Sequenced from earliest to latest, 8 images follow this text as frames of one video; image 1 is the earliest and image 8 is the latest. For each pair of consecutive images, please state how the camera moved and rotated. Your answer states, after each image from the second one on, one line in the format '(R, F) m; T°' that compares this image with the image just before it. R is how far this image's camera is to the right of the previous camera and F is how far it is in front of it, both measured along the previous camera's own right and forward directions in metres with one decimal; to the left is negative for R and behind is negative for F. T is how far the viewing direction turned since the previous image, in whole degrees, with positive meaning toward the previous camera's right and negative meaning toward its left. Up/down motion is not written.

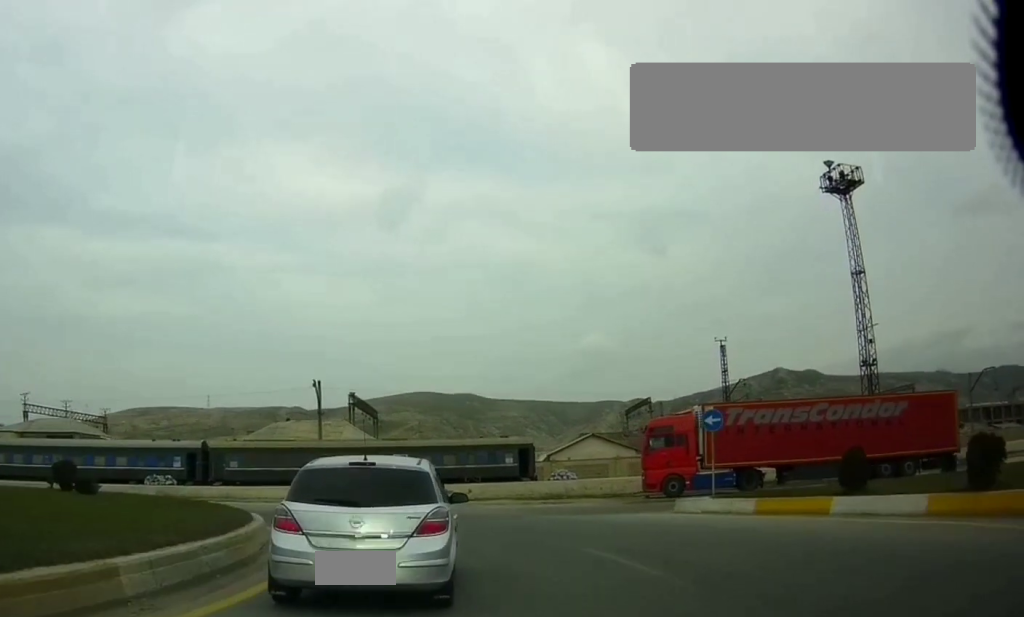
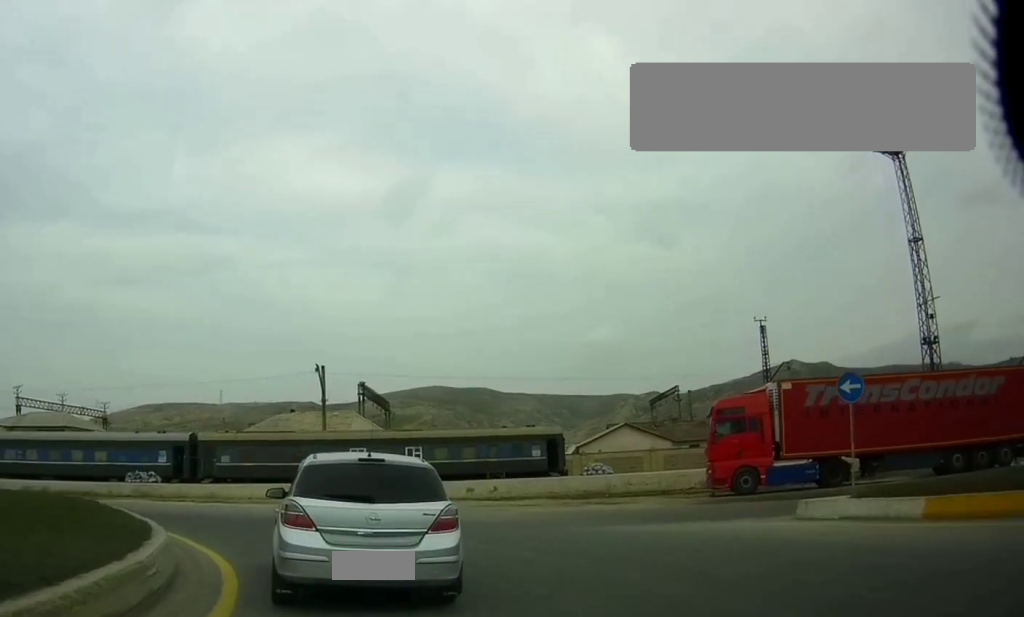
(-0.3, +6.4) m; -6°
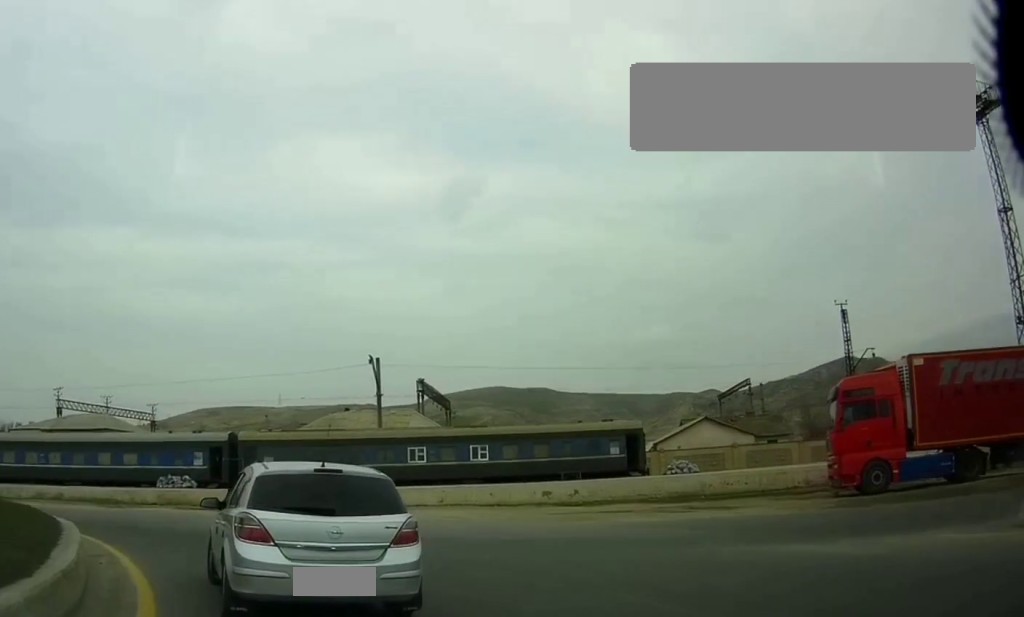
(-0.3, +5.6) m; -6°
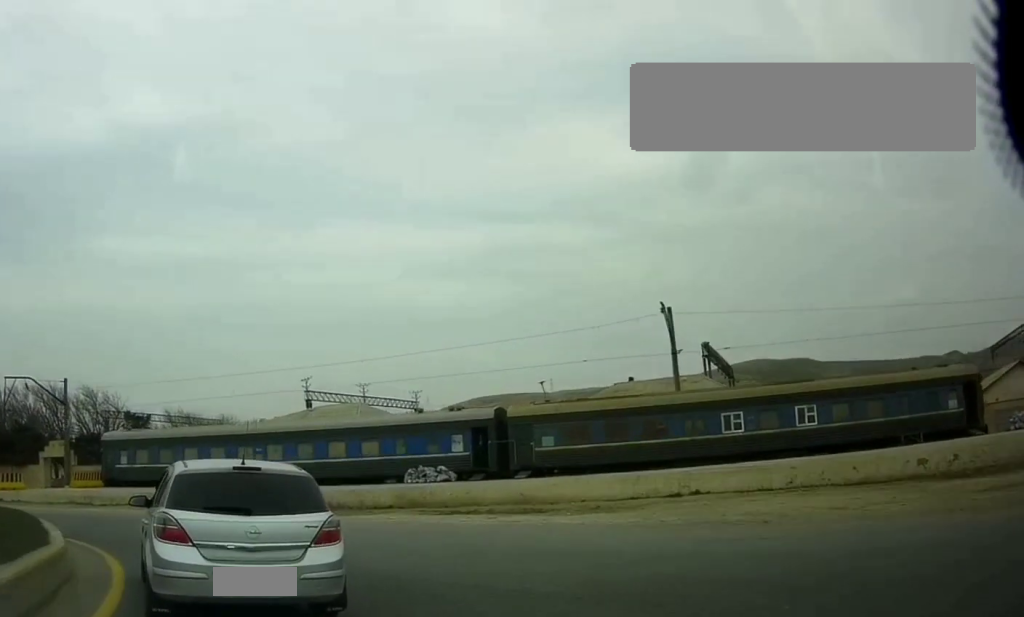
(-1.5, +10.7) m; -22°
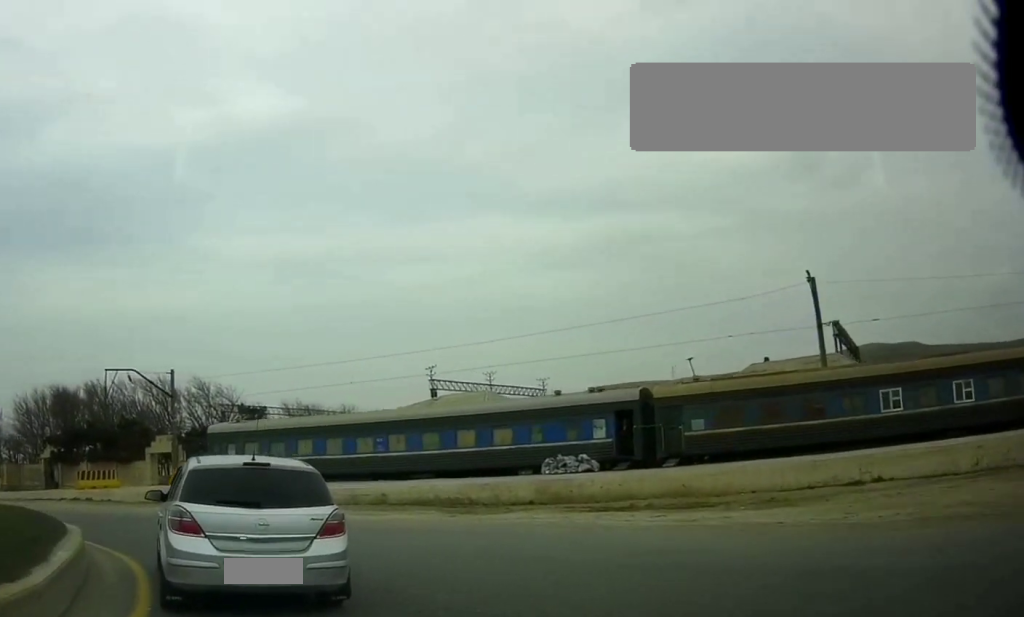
(-0.8, +4.0) m; -9°
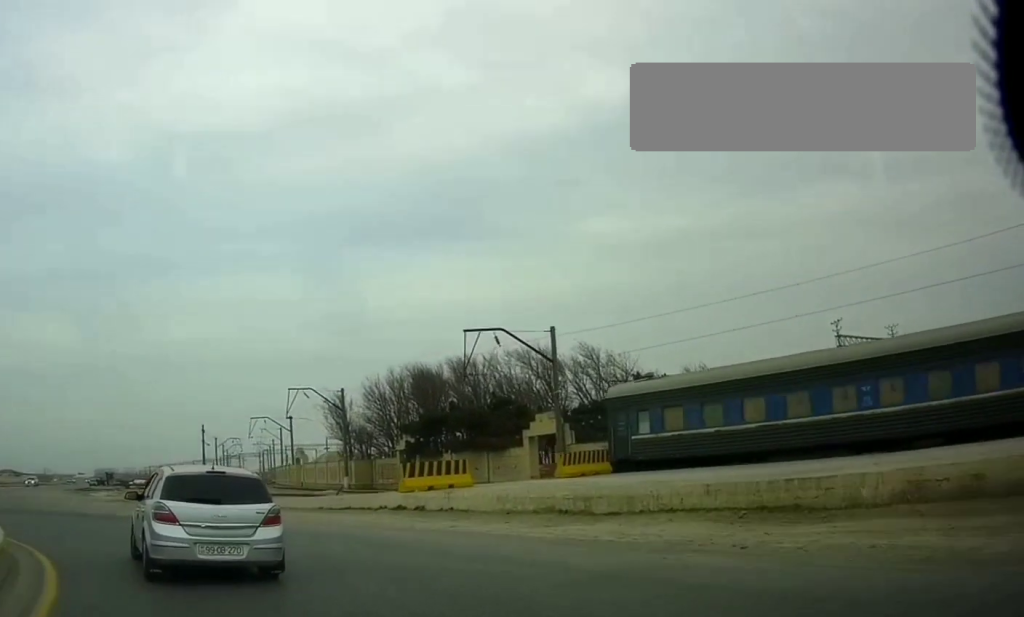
(-3.3, +14.2) m; -26°
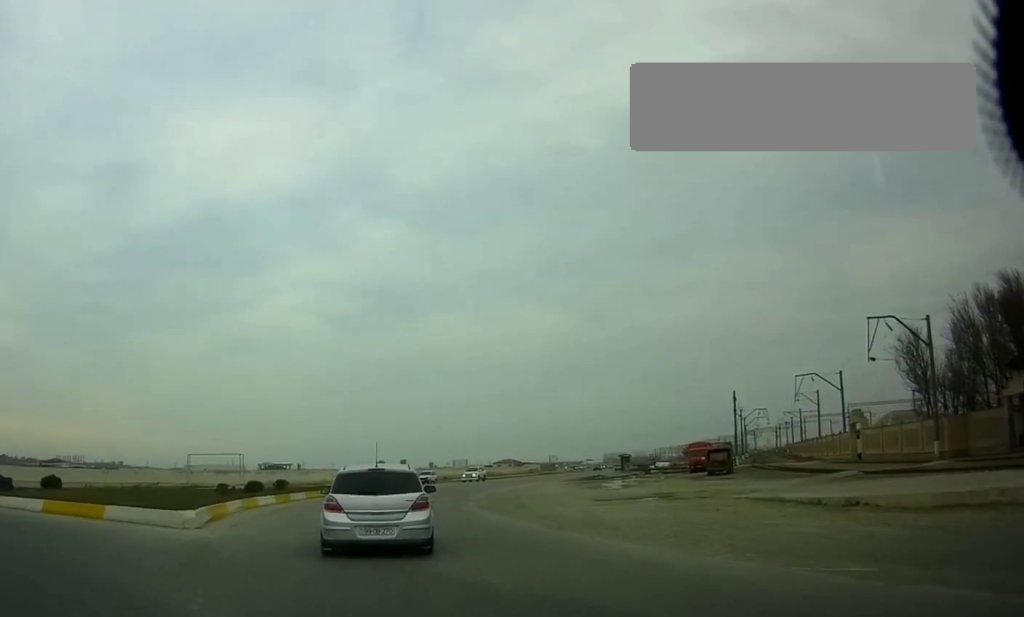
(-7.7, +24.2) m; -22°
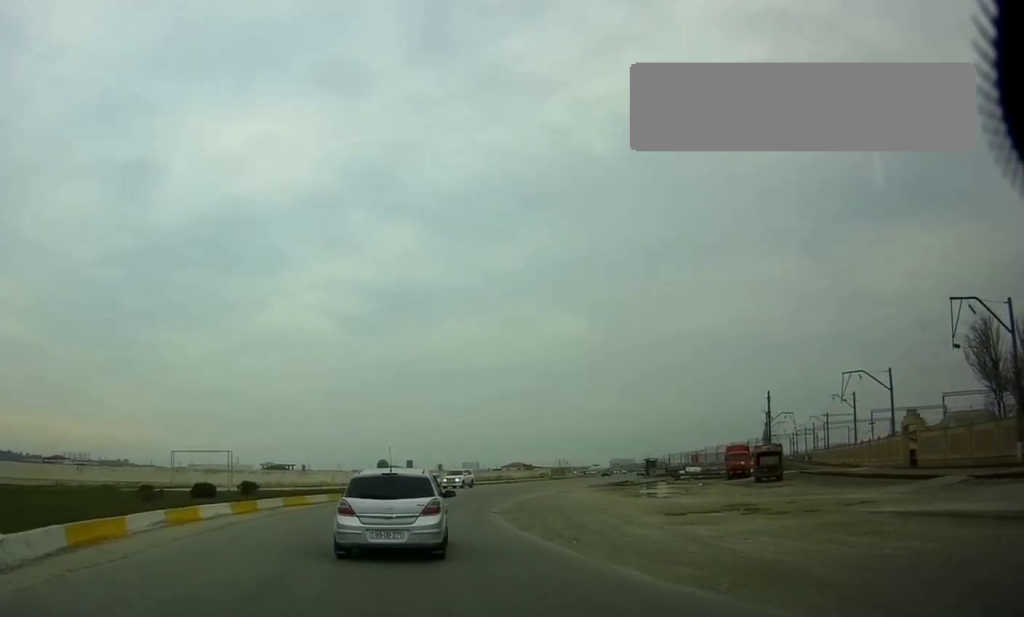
(+0.1, +9.5) m; +1°
